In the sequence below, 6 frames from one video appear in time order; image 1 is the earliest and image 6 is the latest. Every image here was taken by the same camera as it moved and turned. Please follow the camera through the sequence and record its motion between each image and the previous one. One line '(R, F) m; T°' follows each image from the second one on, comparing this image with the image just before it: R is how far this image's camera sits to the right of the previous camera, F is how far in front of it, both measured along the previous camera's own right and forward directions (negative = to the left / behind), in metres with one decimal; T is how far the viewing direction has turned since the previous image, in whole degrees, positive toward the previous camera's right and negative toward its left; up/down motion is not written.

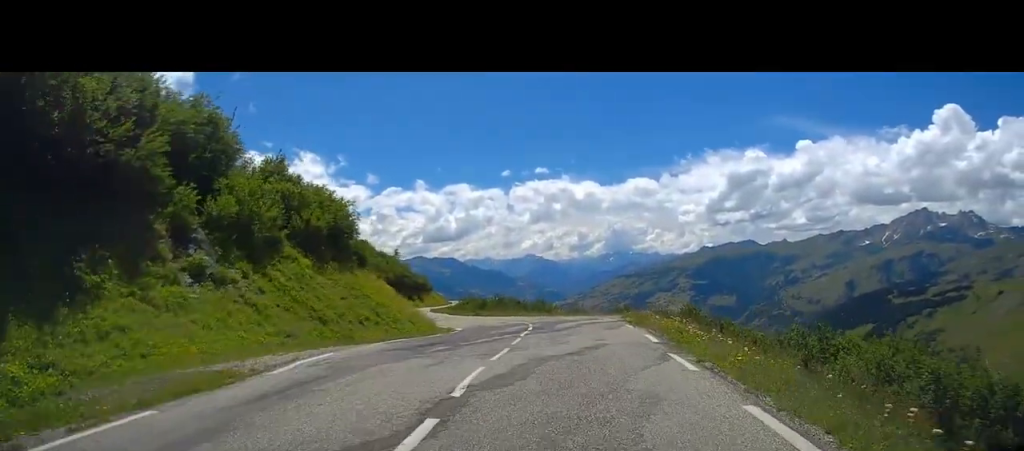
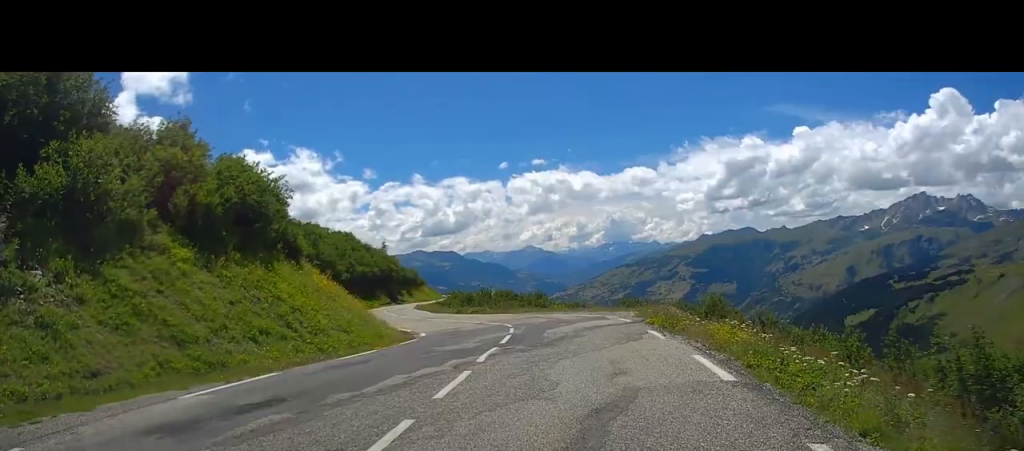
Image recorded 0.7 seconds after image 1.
(0.0, +8.4) m; -7°
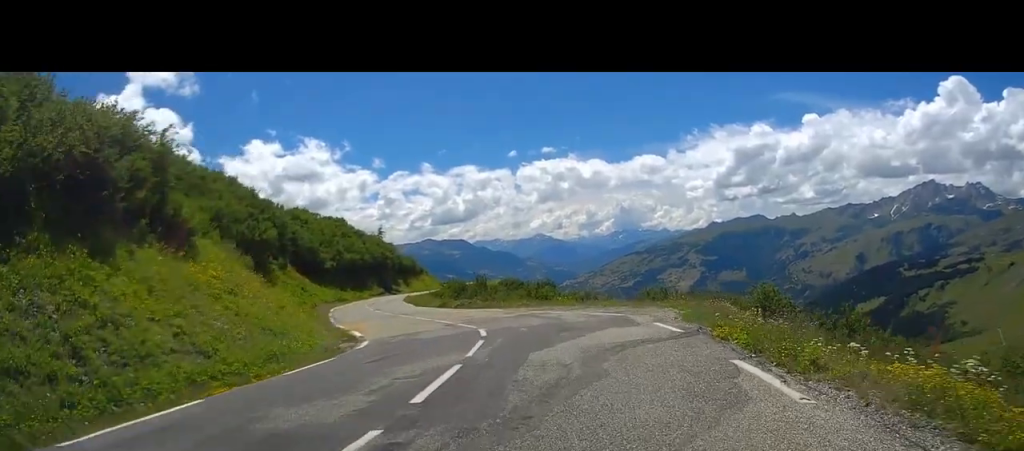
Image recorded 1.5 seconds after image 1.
(-0.7, +8.7) m; -4°
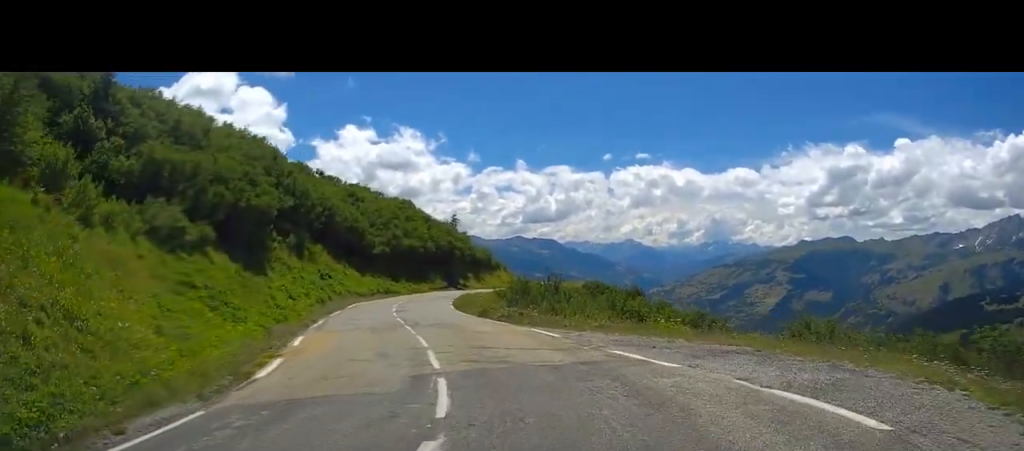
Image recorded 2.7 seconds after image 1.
(+0.2, +13.1) m; +4°
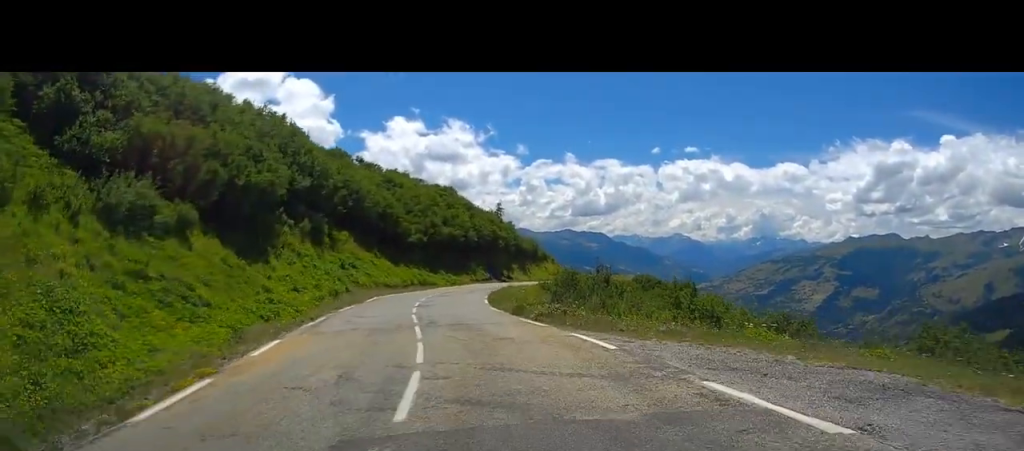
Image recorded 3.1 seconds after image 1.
(+1.3, +5.6) m; +2°
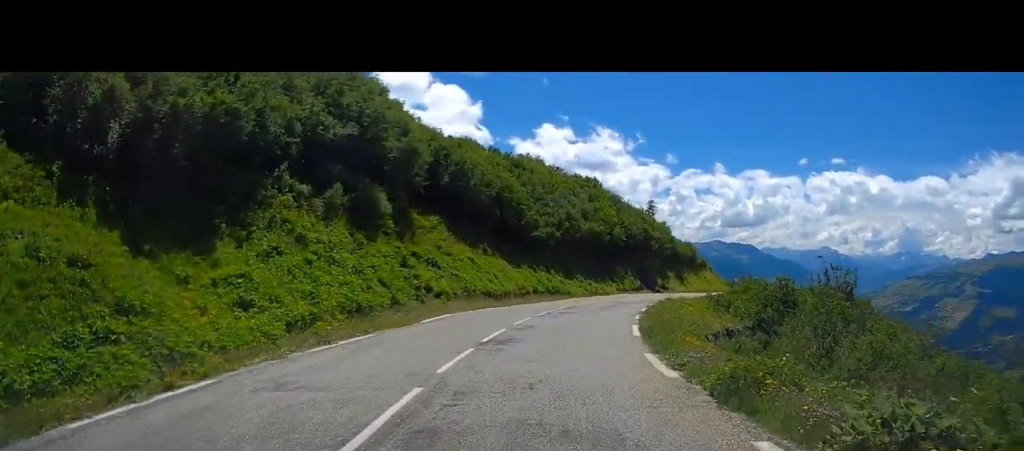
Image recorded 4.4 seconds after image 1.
(-3.9, +16.1) m; -17°
